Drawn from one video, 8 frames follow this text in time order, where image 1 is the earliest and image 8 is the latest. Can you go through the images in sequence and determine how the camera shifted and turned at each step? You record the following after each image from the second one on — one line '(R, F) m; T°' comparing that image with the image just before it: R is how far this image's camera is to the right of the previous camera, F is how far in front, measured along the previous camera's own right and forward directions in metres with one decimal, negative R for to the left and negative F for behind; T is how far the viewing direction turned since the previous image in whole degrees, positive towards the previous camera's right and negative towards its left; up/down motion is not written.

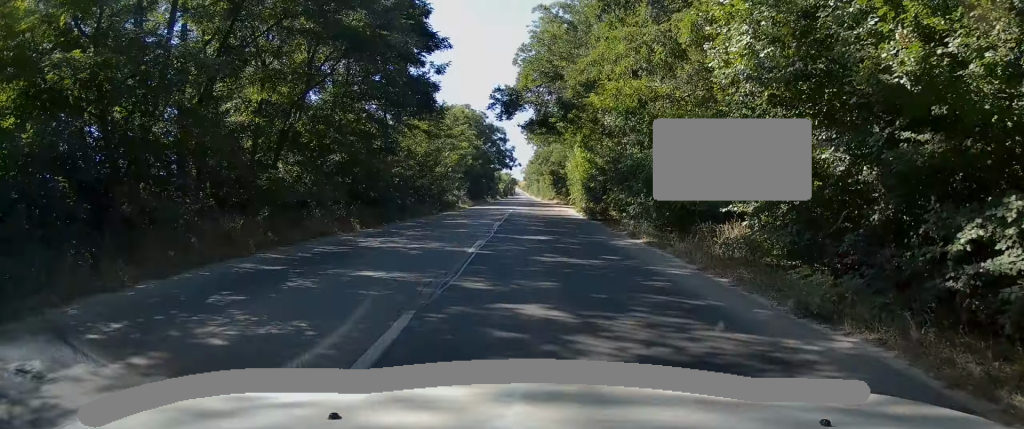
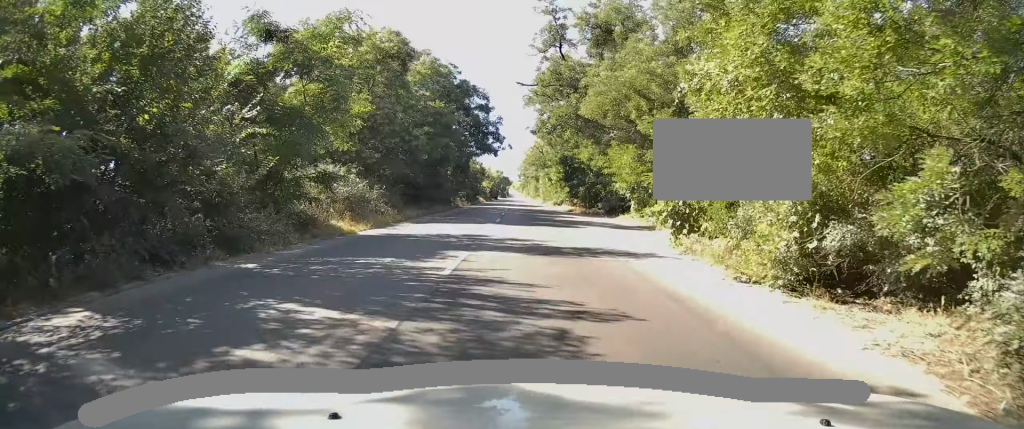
(+0.1, +30.3) m; 0°
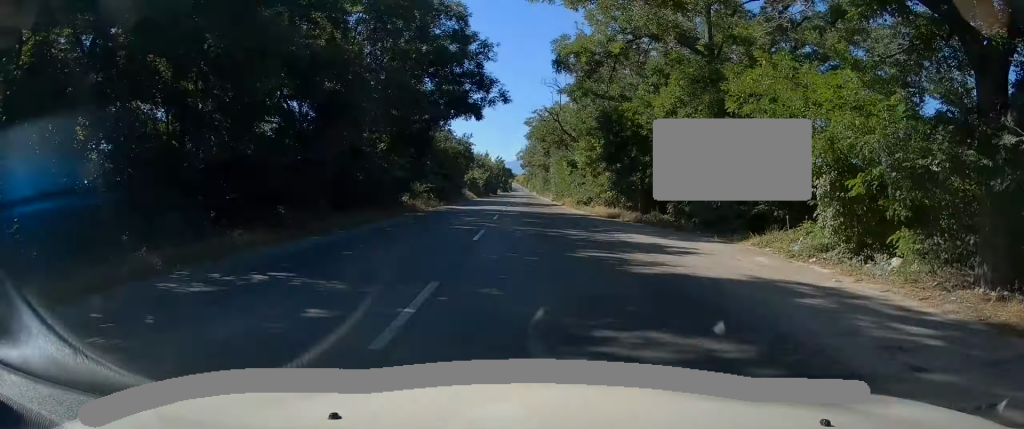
(-0.1, +22.0) m; -1°
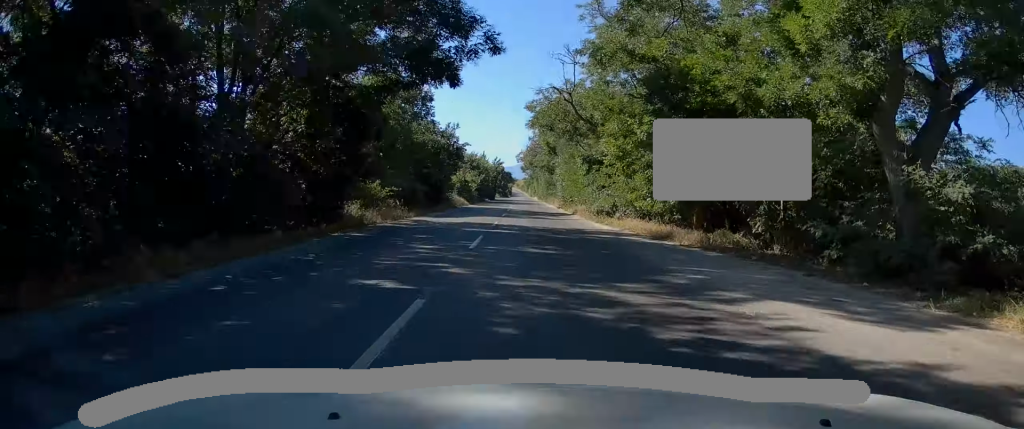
(0.0, +9.8) m; 0°
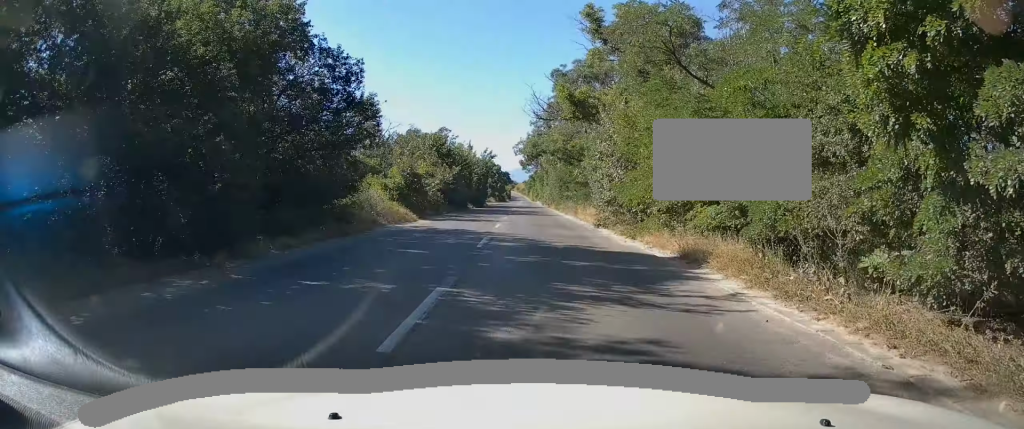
(-0.2, +25.8) m; 0°
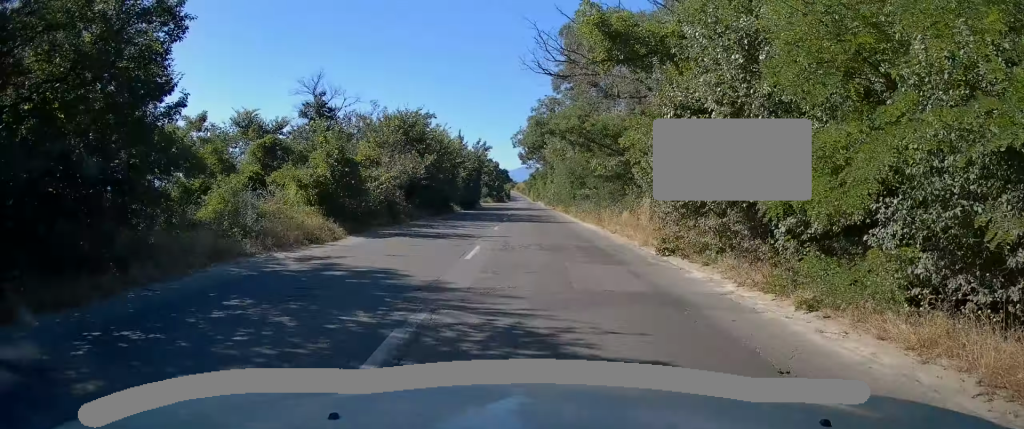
(+0.1, +11.5) m; 0°
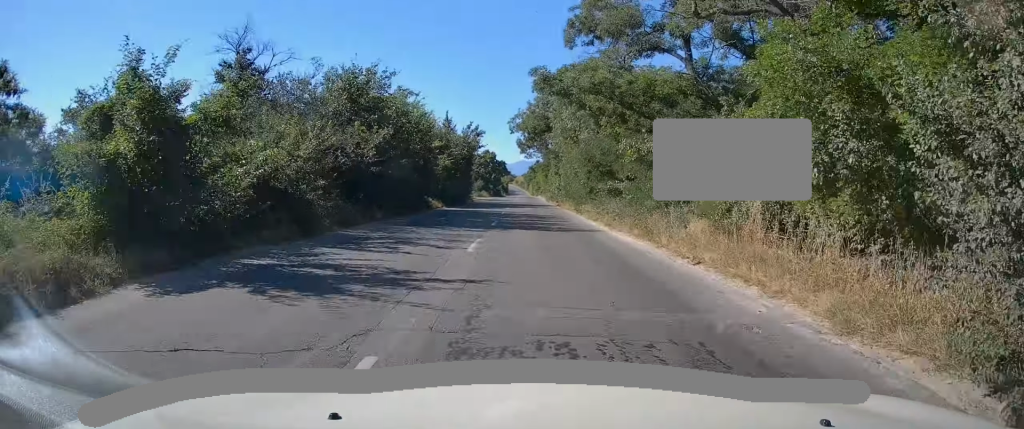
(+0.1, +10.0) m; 0°
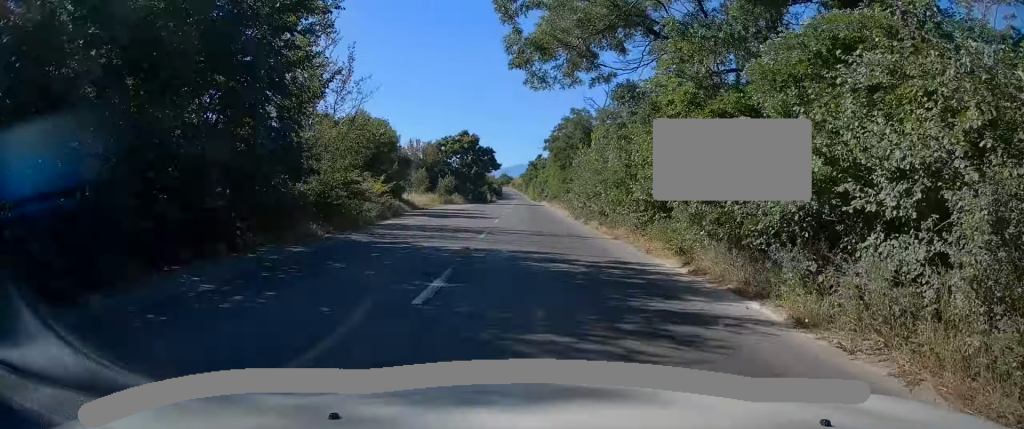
(-0.2, +42.1) m; 0°
